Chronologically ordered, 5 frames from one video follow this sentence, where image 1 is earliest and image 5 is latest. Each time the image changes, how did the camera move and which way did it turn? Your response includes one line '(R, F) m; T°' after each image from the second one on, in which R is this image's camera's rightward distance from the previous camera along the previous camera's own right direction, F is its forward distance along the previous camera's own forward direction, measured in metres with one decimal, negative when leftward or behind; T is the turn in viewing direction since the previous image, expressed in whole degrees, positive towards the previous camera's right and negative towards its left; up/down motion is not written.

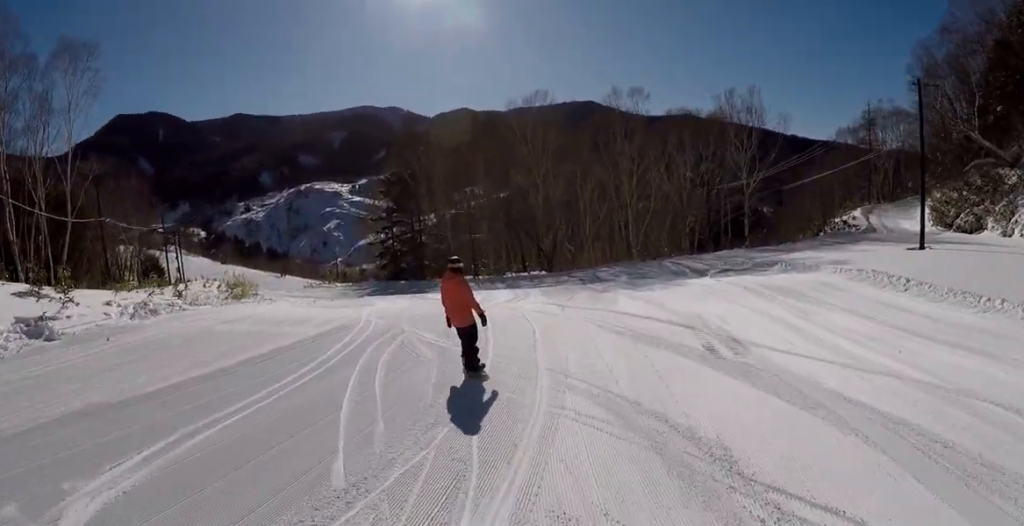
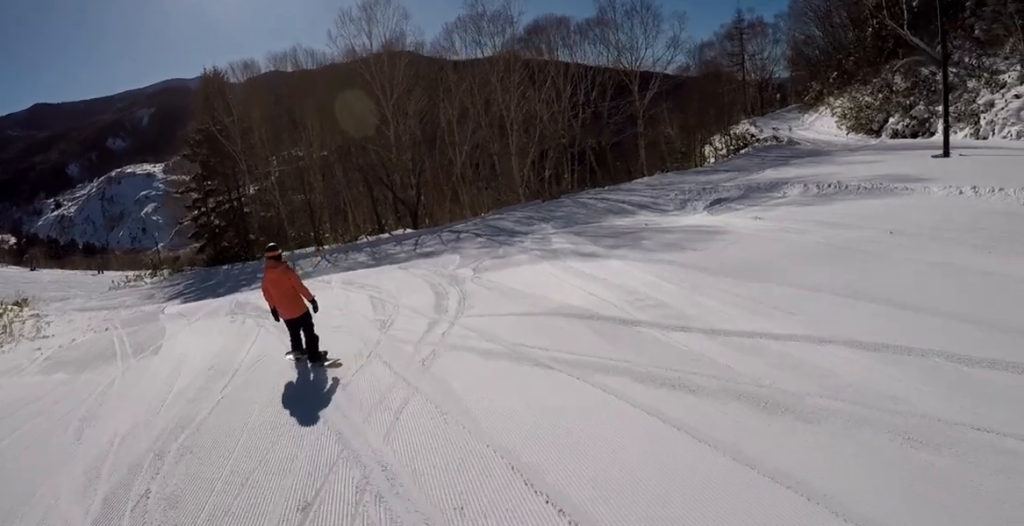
(+0.8, +12.4) m; +2°
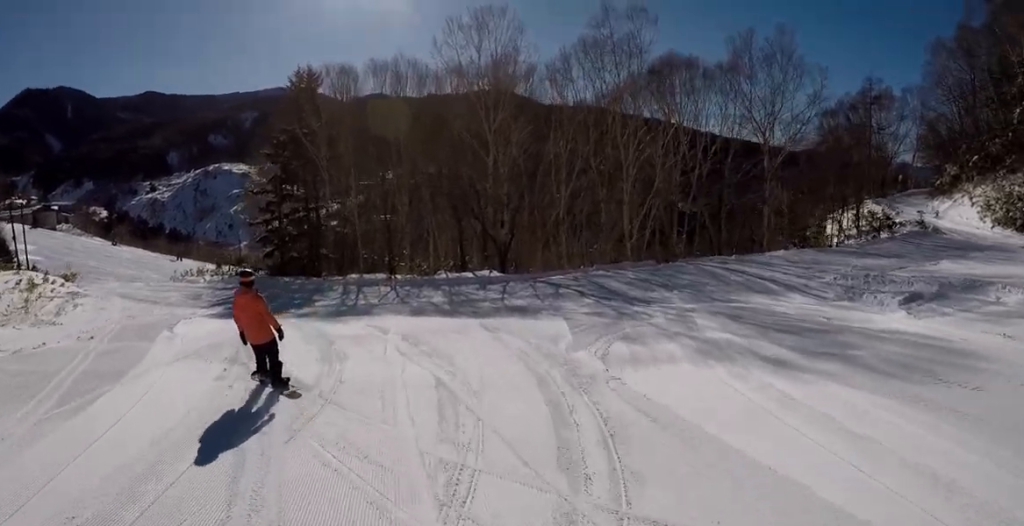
(+0.6, +5.3) m; -9°
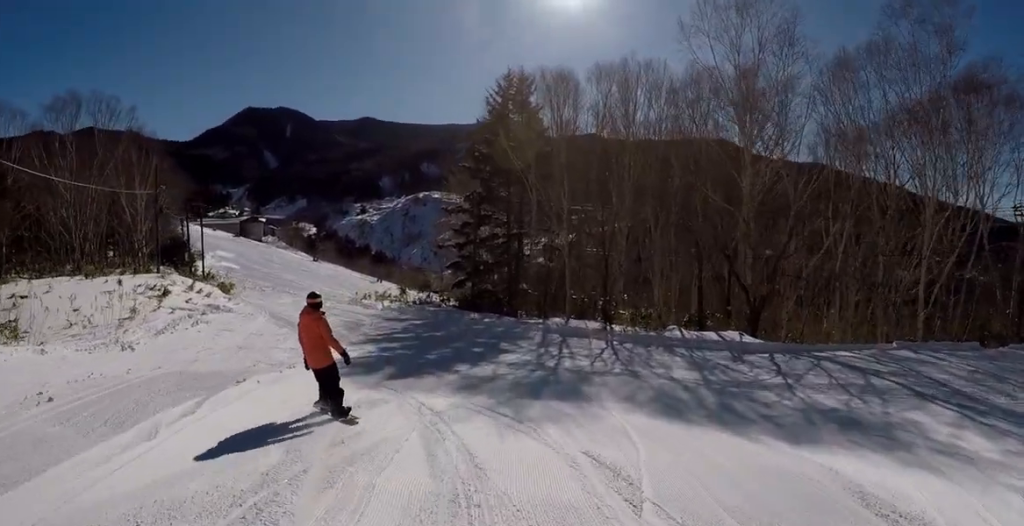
(-2.5, +7.6) m; -21°
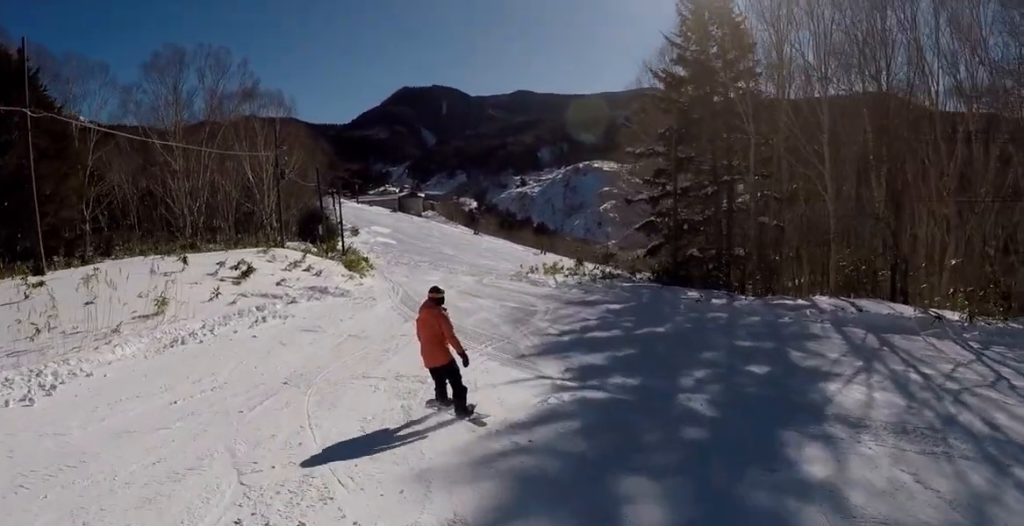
(0.0, +9.9) m; -5°
